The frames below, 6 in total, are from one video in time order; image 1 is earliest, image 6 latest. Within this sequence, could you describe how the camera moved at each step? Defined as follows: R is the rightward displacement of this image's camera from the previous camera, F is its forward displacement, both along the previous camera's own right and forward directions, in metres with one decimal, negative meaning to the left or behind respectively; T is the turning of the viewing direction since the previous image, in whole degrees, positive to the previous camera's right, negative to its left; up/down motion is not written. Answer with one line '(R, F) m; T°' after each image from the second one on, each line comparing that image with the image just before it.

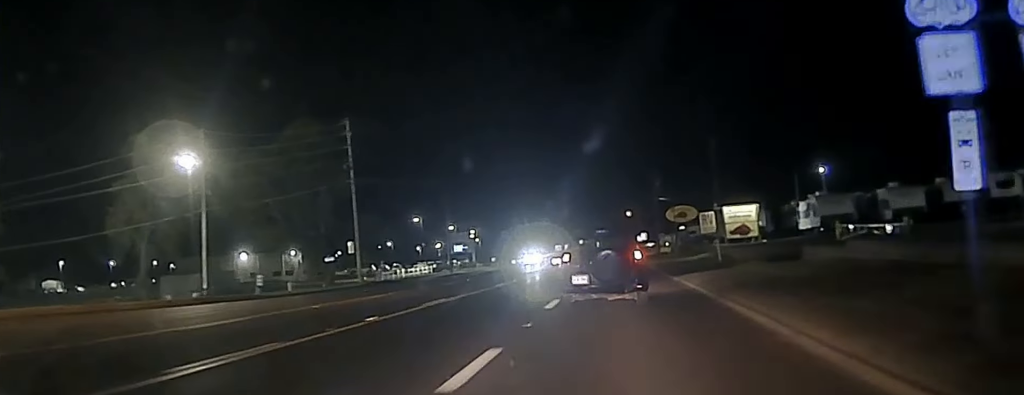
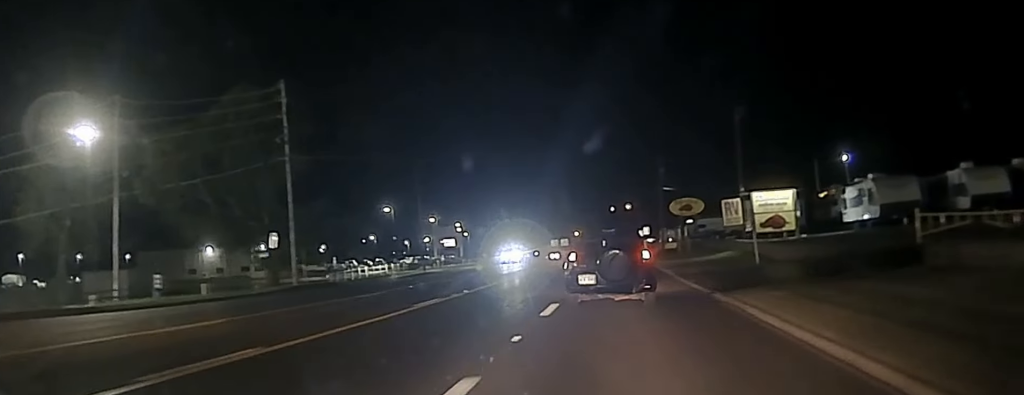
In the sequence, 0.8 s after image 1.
(-0.3, +13.4) m; 0°
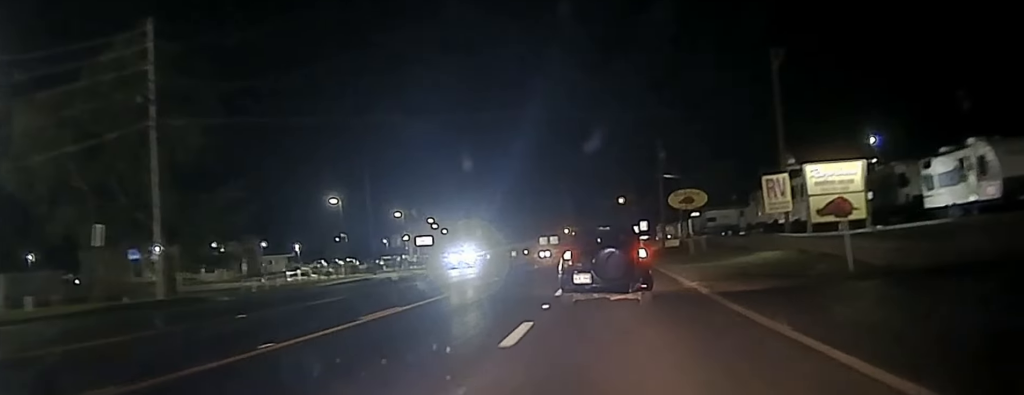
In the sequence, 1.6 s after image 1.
(+0.1, +14.7) m; 0°
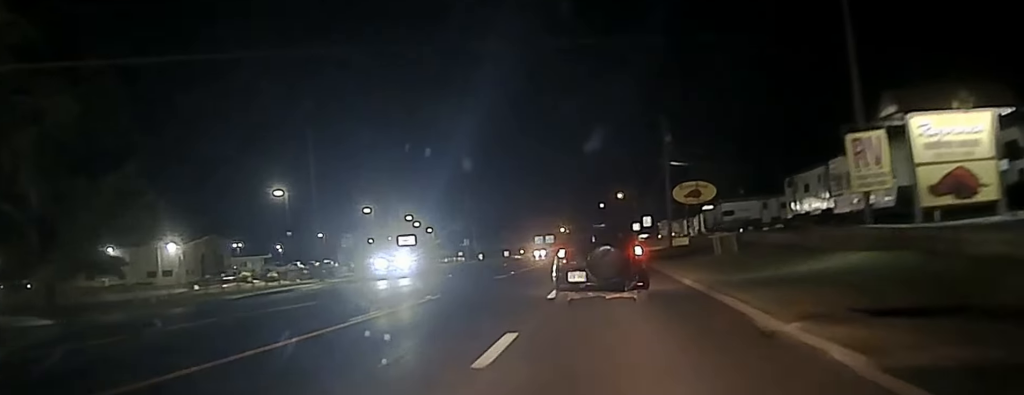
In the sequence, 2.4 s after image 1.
(+0.1, +13.1) m; 0°
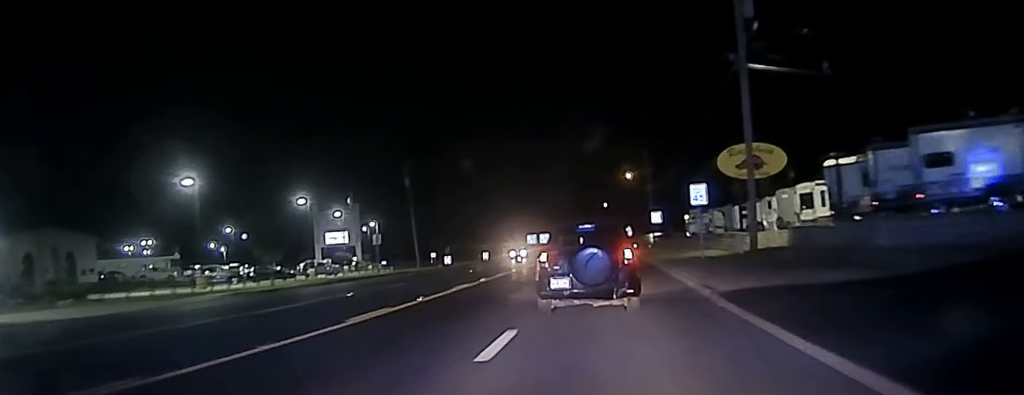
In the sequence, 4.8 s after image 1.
(+0.3, +41.7) m; +2°
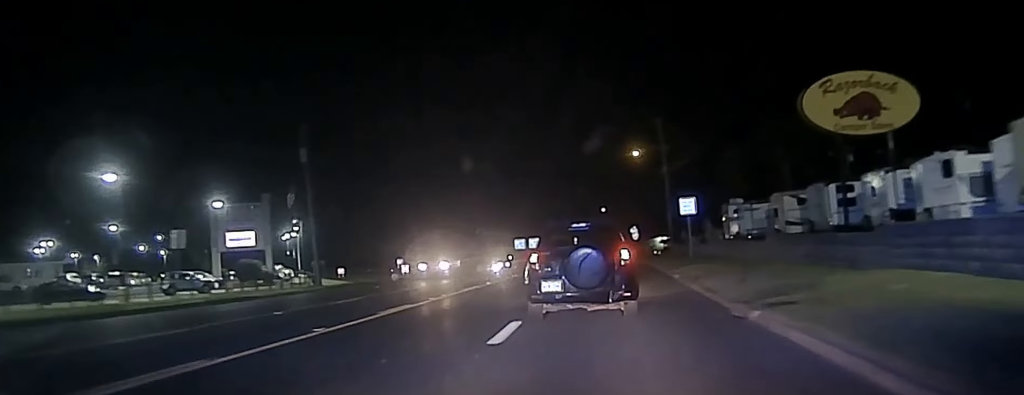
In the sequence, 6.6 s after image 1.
(+0.7, +32.8) m; +1°
